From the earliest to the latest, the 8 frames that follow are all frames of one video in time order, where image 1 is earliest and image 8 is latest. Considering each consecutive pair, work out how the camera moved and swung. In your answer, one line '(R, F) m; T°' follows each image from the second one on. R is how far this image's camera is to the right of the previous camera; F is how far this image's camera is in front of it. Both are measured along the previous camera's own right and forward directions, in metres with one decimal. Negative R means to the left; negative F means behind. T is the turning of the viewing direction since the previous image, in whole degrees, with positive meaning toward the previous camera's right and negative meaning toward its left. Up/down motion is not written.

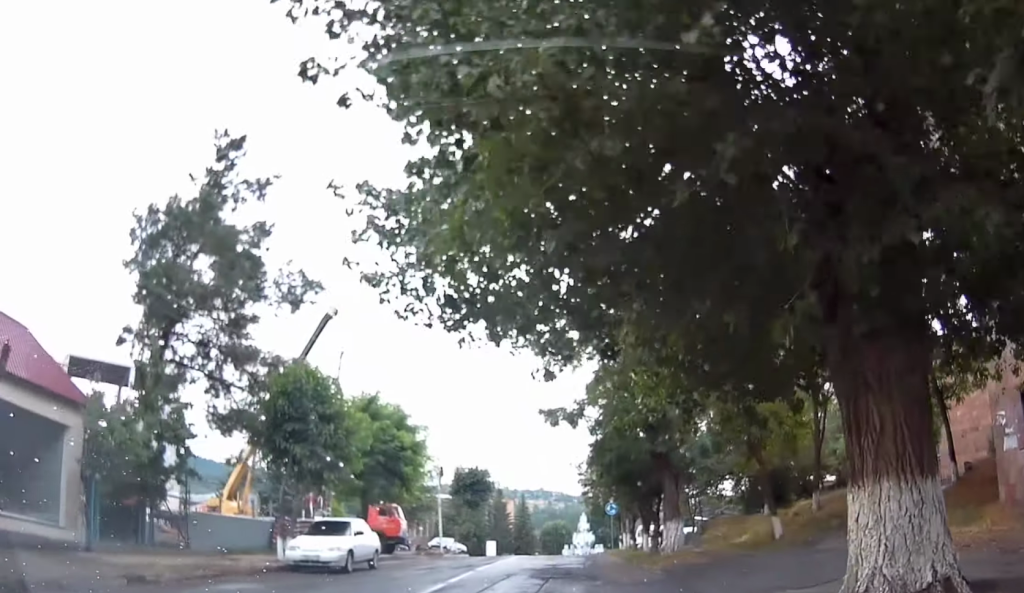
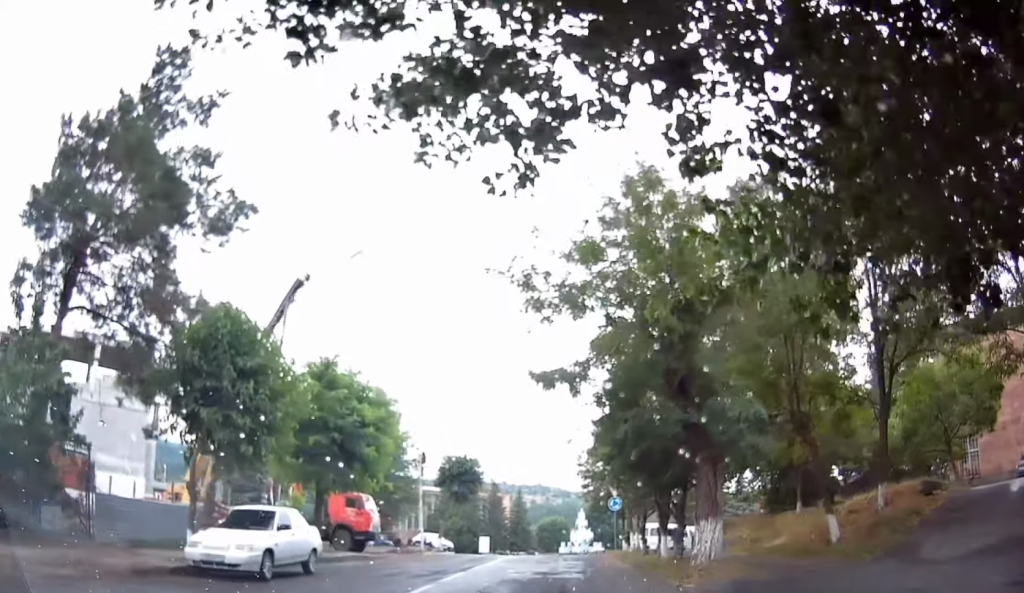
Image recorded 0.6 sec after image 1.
(+0.3, +5.2) m; -1°
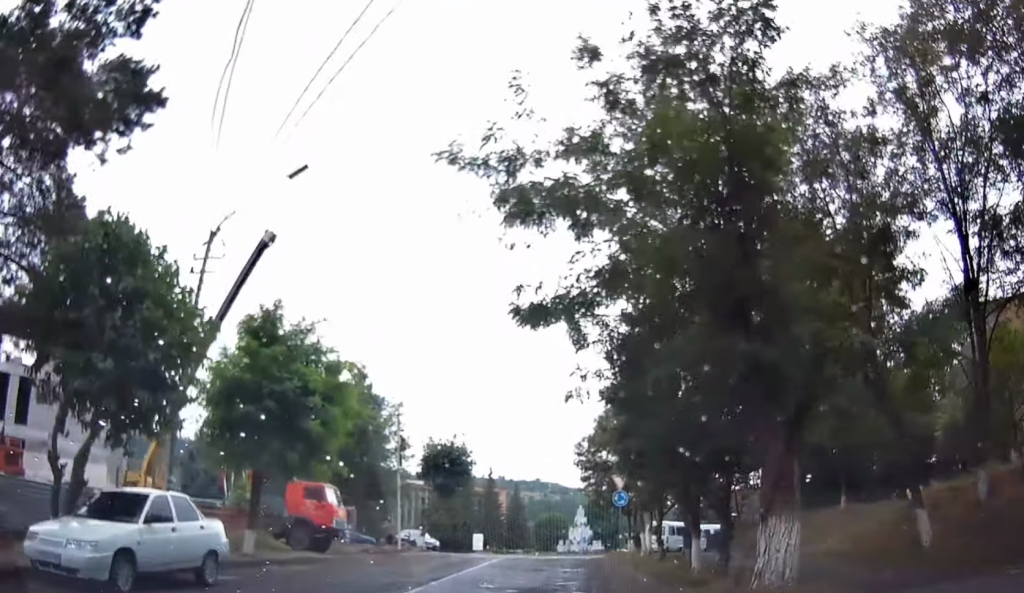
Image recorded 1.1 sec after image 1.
(-0.2, +5.0) m; 0°
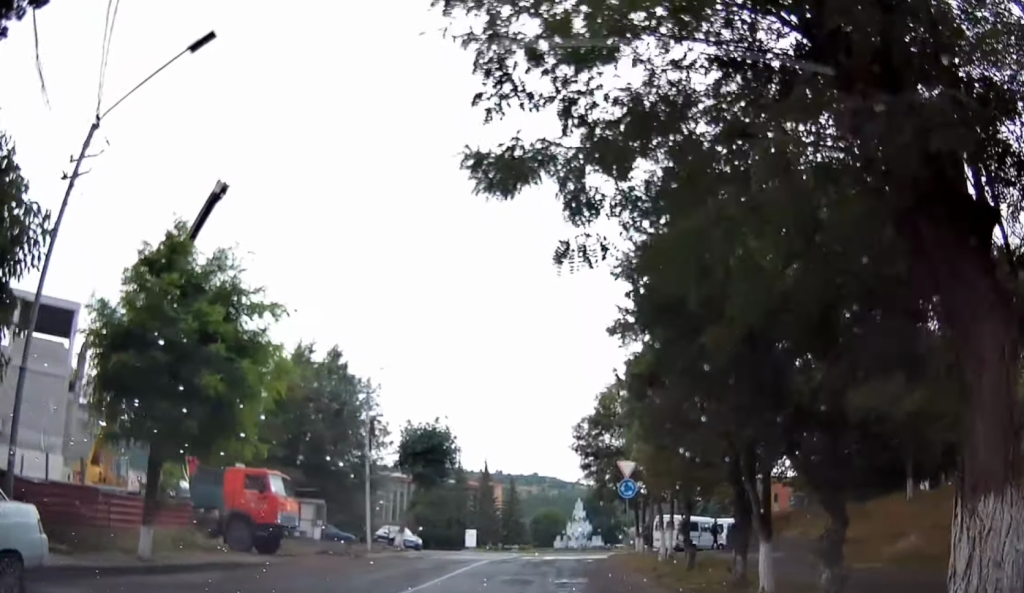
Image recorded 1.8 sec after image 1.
(-0.5, +5.4) m; 0°
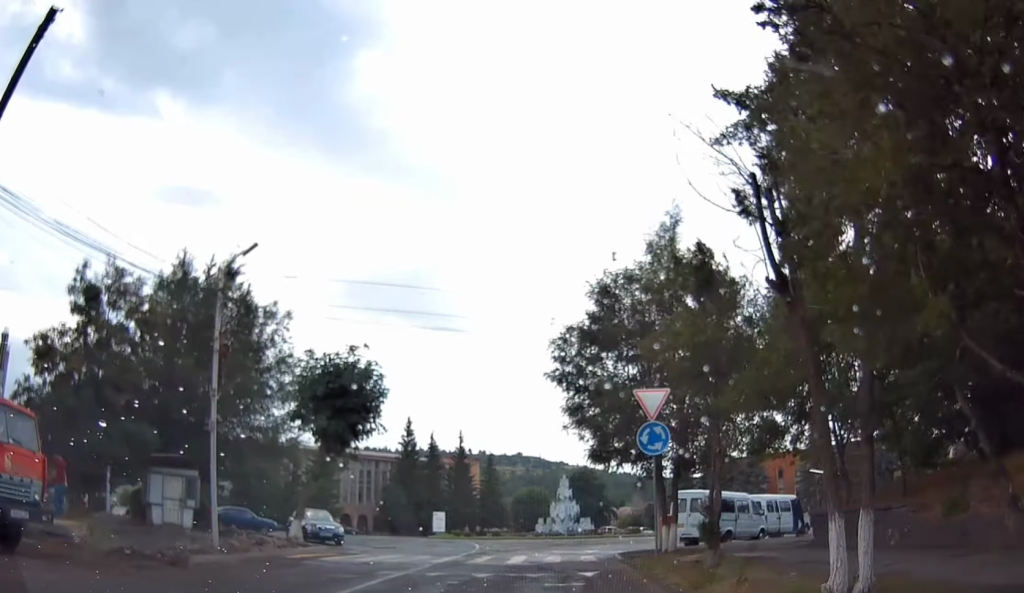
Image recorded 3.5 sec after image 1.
(+0.8, +13.5) m; +1°
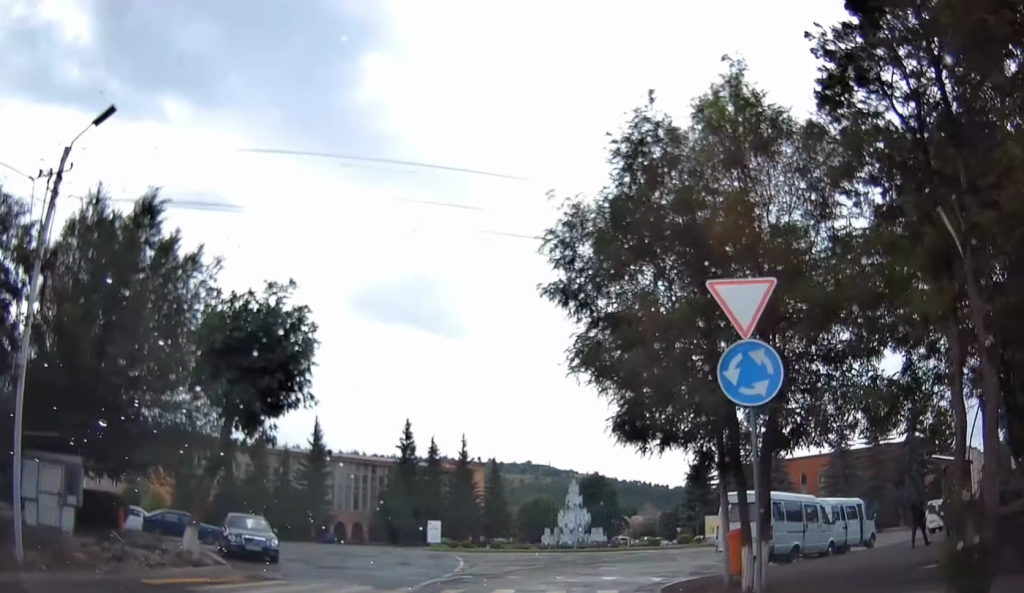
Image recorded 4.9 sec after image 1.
(0.0, +9.8) m; +3°
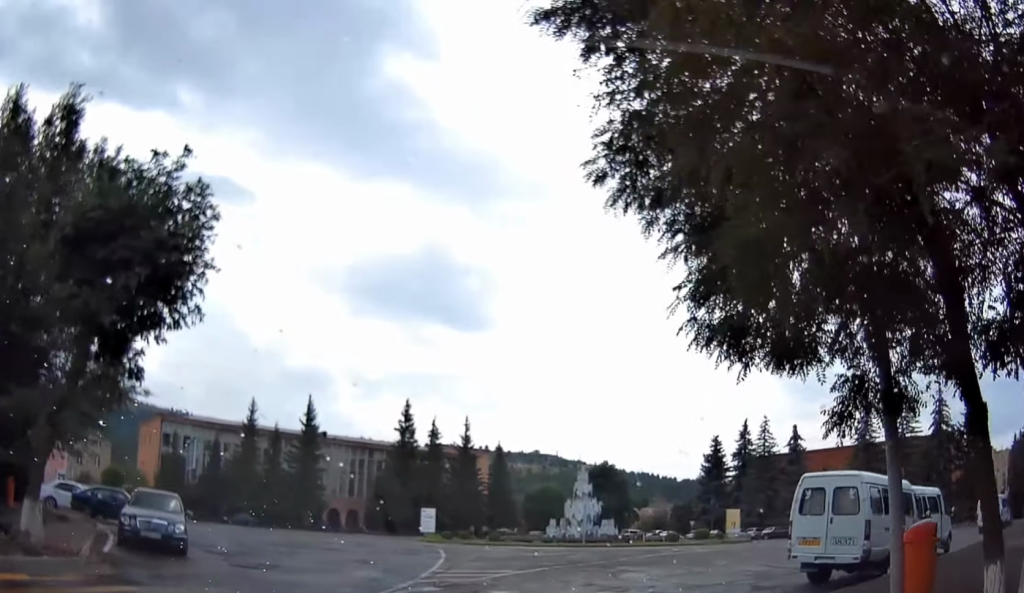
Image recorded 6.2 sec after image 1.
(+0.2, +6.9) m; +1°
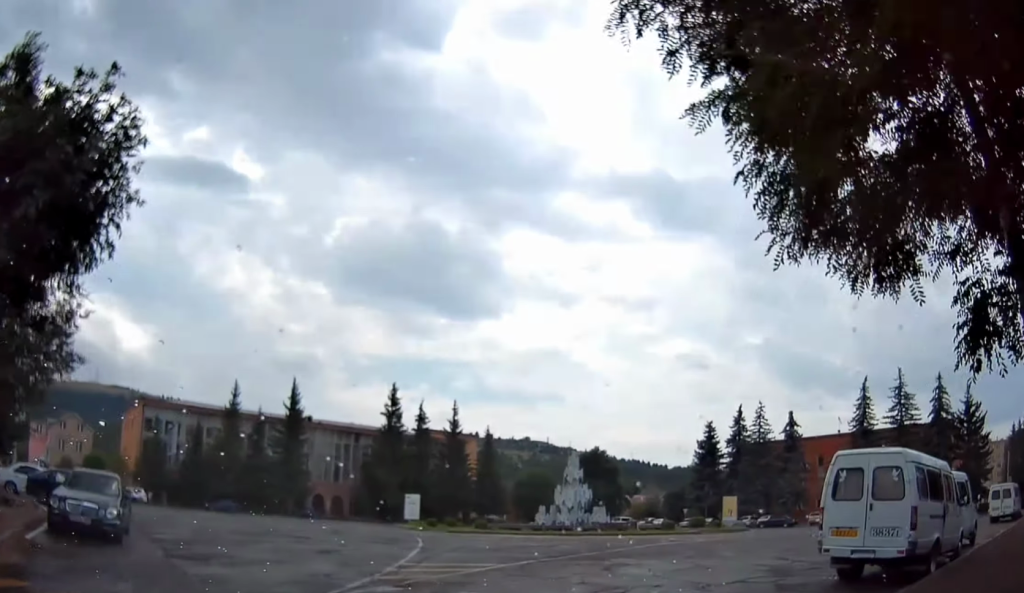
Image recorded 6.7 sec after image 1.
(-0.2, +2.6) m; 0°
